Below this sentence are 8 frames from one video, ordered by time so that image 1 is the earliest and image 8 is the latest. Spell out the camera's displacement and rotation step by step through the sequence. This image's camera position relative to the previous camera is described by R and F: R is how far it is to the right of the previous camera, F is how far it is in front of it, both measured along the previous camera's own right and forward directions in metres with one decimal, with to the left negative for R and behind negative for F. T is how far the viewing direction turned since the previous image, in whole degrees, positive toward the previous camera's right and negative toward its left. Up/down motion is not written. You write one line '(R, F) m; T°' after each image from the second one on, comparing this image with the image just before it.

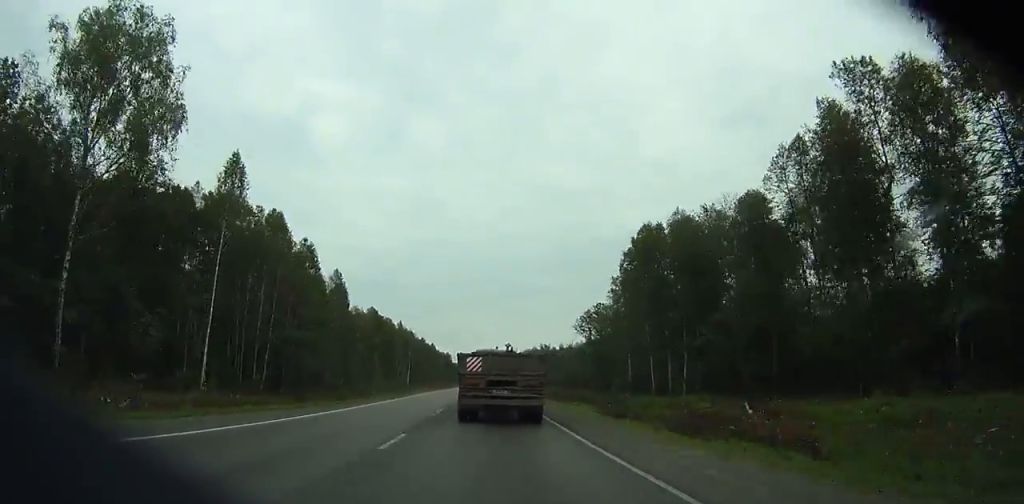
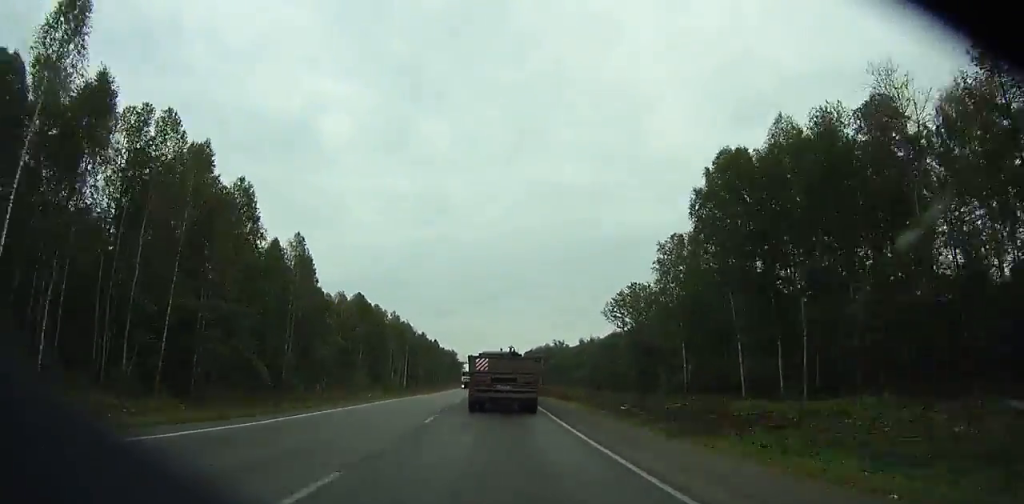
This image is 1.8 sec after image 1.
(0.0, +30.7) m; 0°
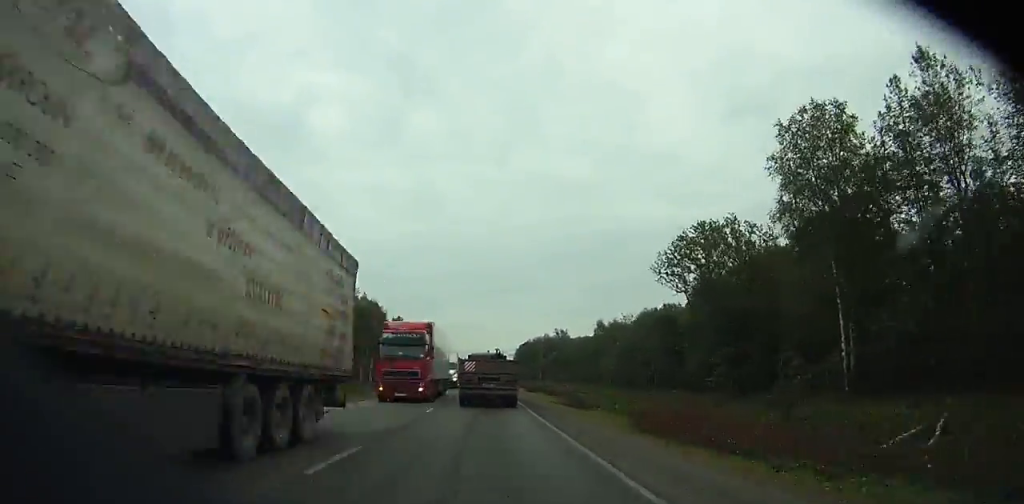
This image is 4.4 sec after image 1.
(0.0, +44.3) m; 0°
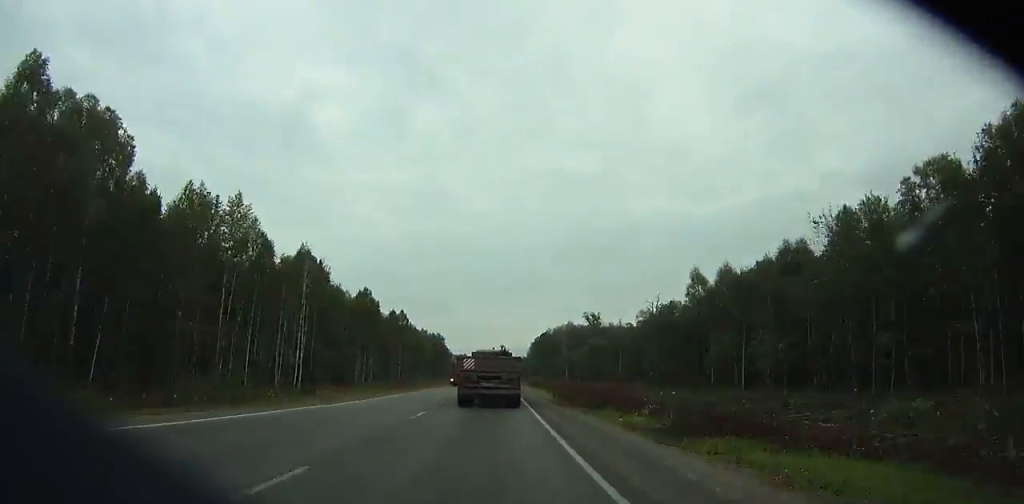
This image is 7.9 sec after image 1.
(0.0, +59.8) m; 0°
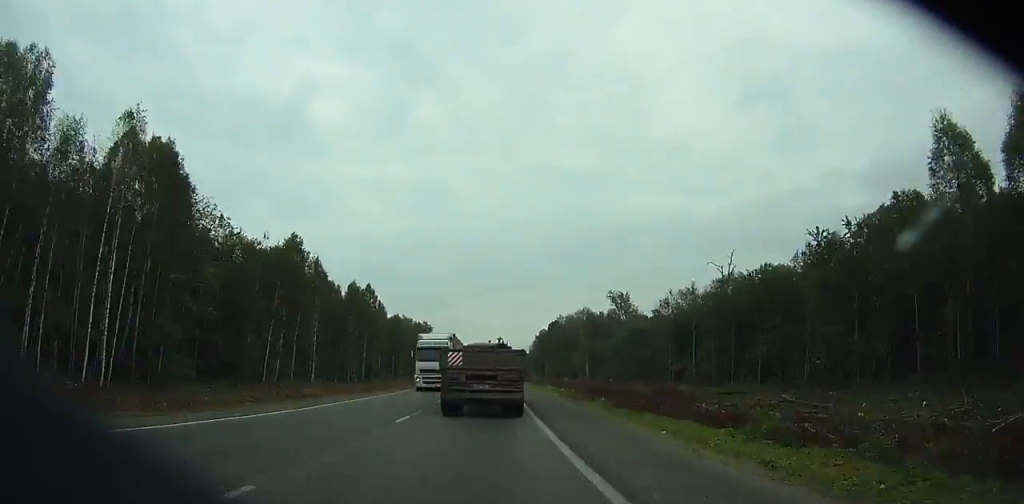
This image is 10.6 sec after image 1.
(-0.2, +45.5) m; 0°
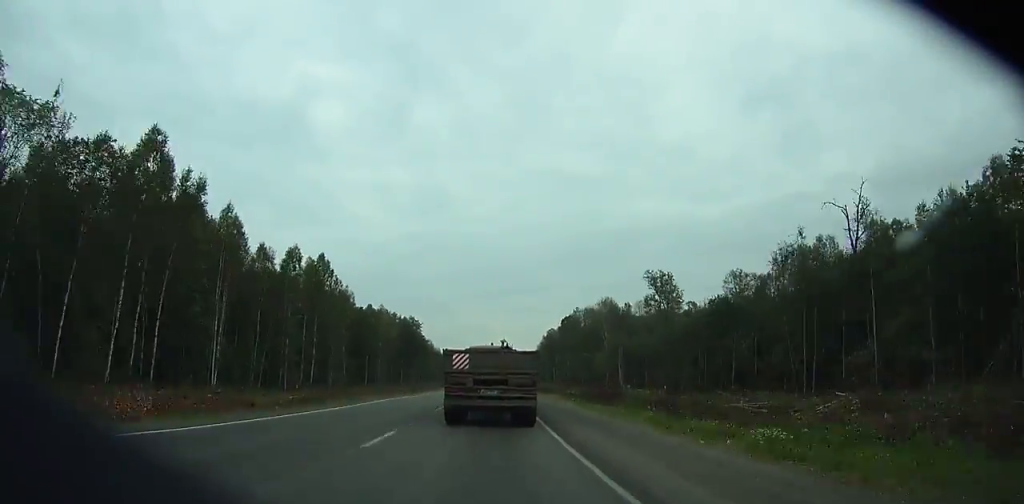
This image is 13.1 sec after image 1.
(-0.1, +40.9) m; 0°
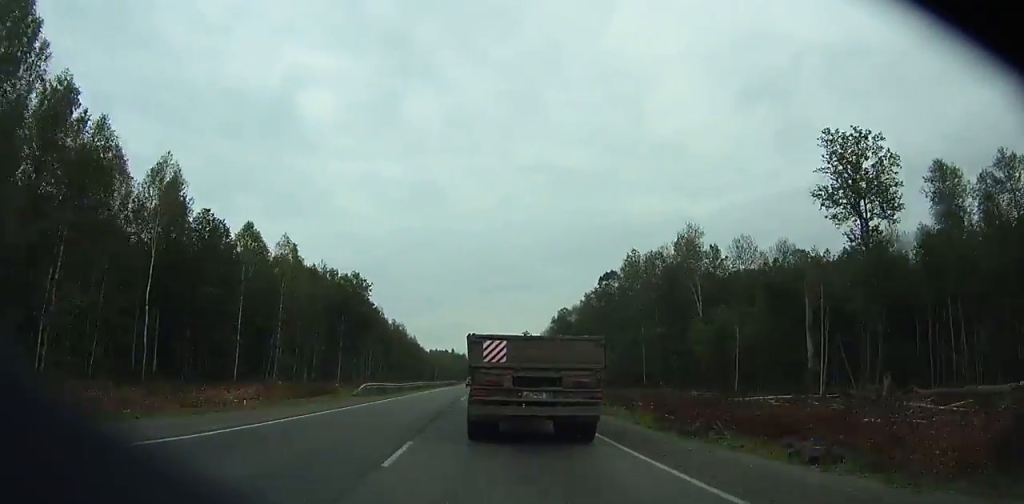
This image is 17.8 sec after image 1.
(-0.4, +76.9) m; 0°
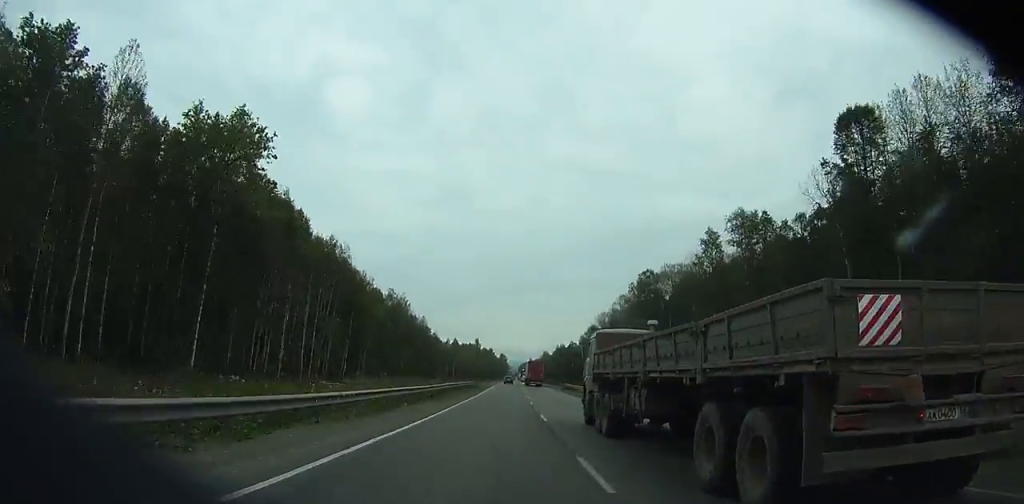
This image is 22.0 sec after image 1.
(-0.7, +73.7) m; 0°
